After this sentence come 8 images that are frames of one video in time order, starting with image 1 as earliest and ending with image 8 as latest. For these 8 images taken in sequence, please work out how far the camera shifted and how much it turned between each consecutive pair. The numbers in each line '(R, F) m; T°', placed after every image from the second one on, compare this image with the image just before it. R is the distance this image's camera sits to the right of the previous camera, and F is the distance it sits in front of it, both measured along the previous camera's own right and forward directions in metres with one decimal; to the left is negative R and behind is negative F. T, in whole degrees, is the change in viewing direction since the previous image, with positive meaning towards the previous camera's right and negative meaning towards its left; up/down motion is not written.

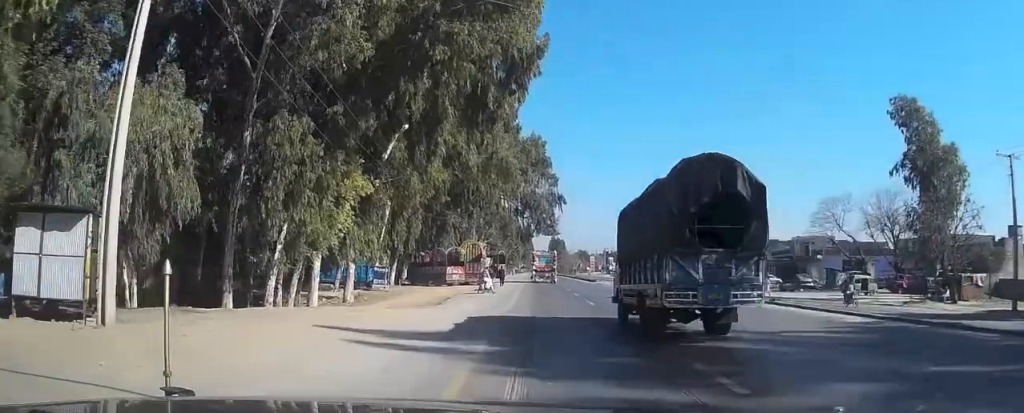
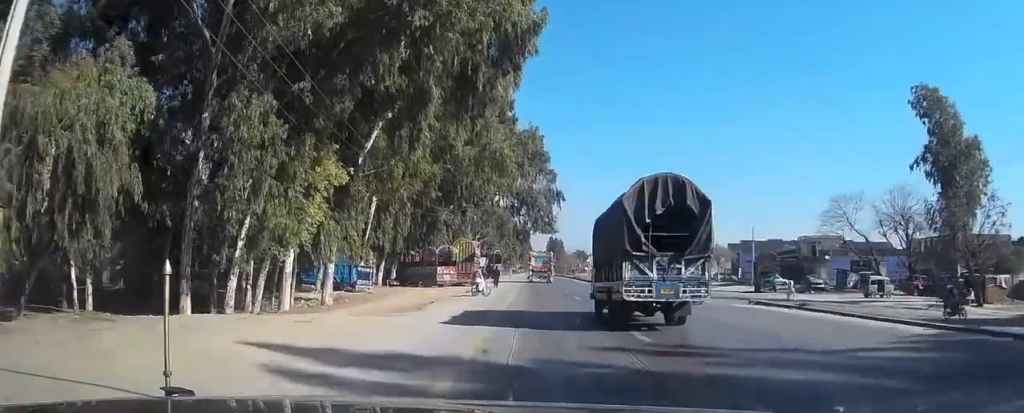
(0.0, +3.5) m; 0°
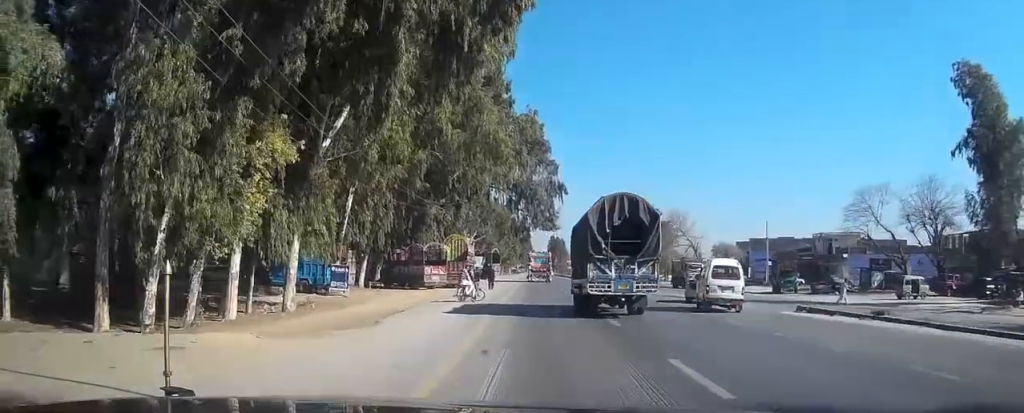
(0.0, +5.2) m; -1°
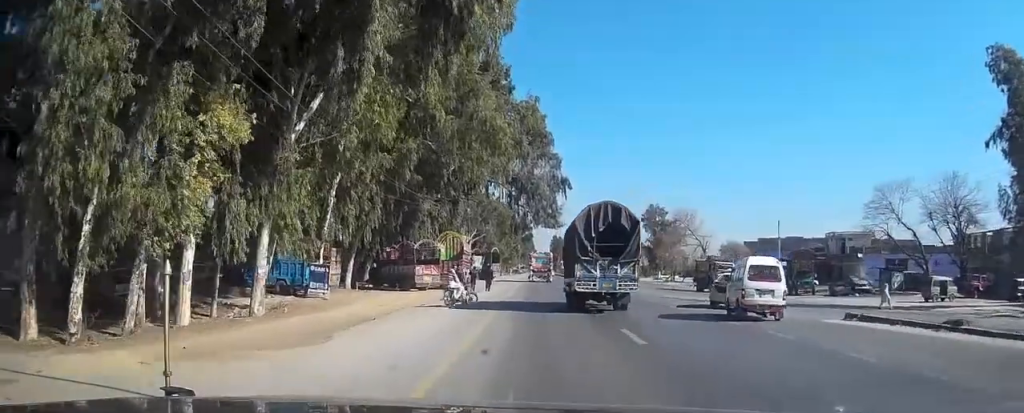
(0.0, +3.9) m; 0°
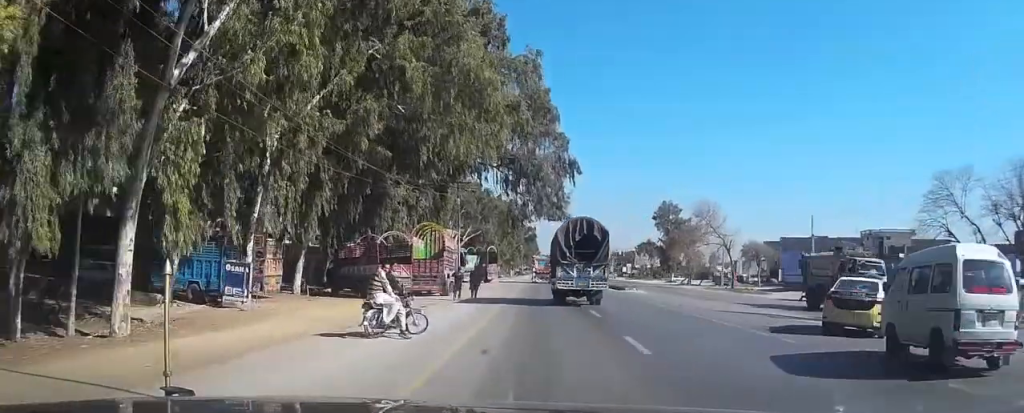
(-0.1, +9.7) m; 0°
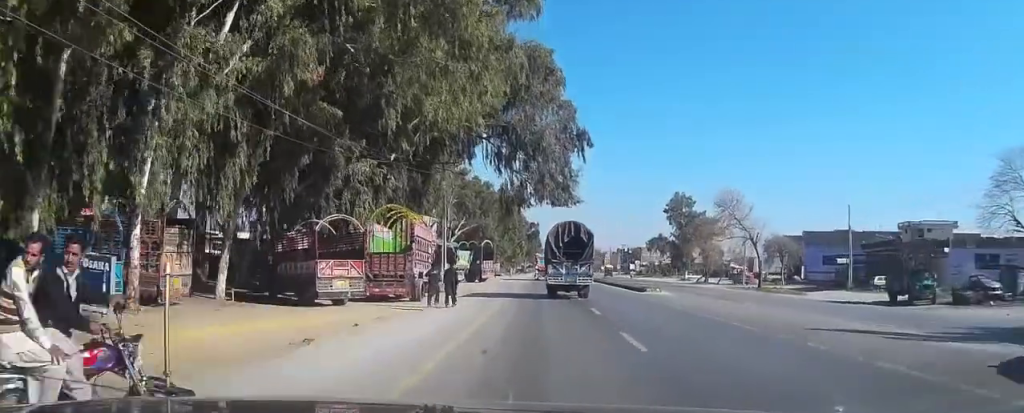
(0.0, +8.4) m; 0°
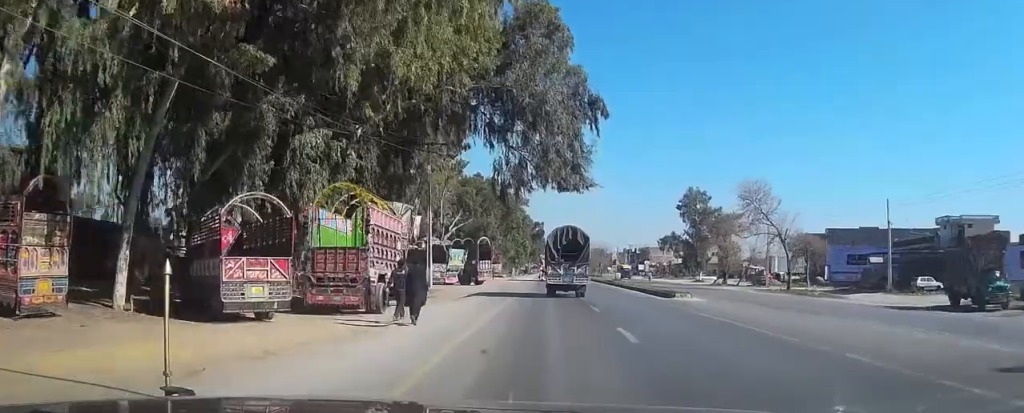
(0.0, +7.3) m; 0°
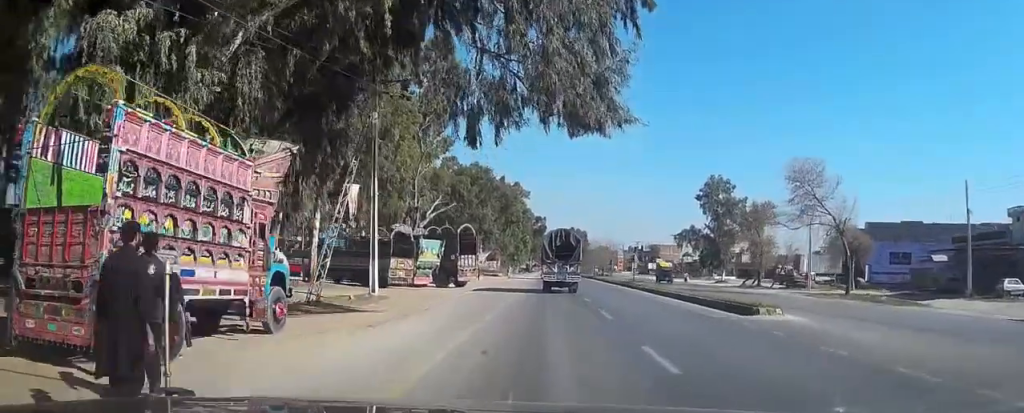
(-0.2, +12.4) m; -3°
